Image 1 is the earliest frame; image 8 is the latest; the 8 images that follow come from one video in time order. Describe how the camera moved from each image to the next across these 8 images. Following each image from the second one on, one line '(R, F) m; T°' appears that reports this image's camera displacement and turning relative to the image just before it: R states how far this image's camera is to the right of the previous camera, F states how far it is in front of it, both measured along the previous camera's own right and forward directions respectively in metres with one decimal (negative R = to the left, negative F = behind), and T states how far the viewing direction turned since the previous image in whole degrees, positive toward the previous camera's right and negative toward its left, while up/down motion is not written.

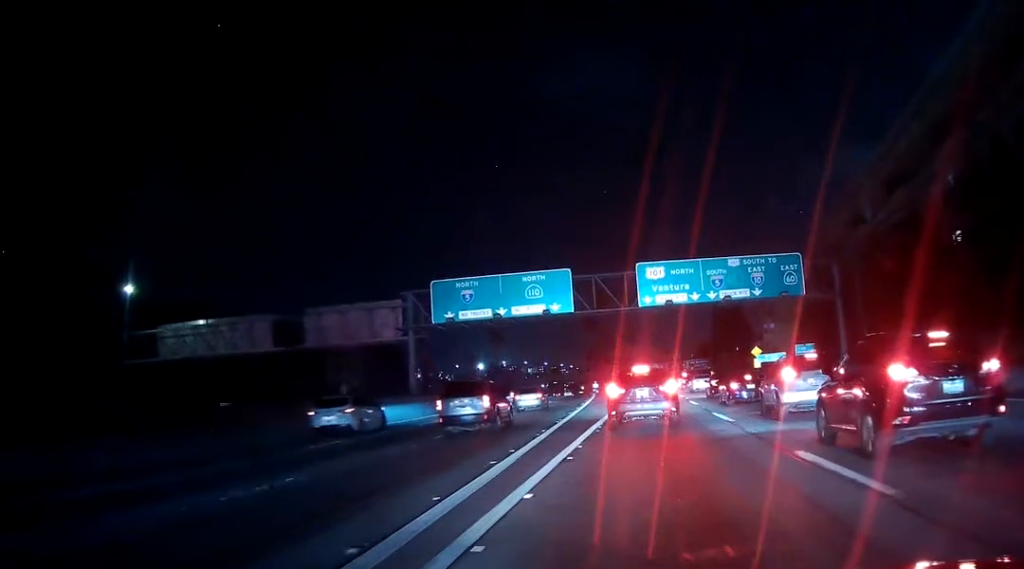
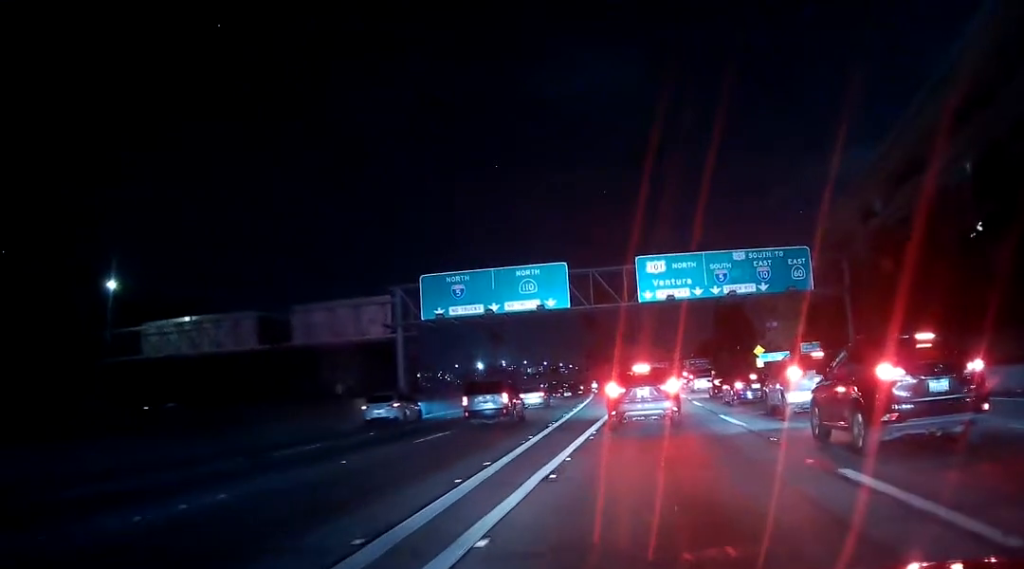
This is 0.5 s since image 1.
(0.0, +2.5) m; 0°
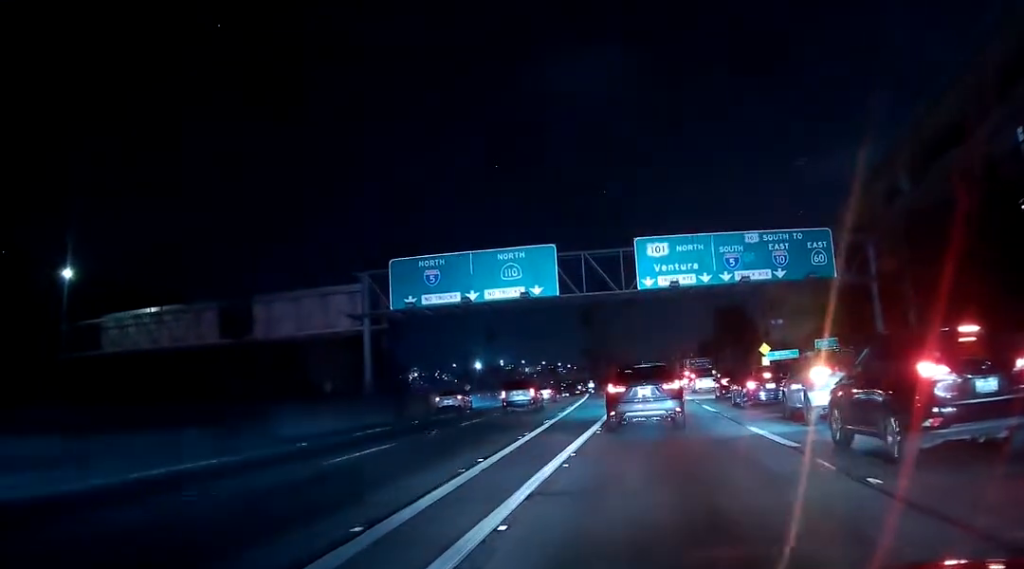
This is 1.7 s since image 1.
(0.0, +6.2) m; +3°
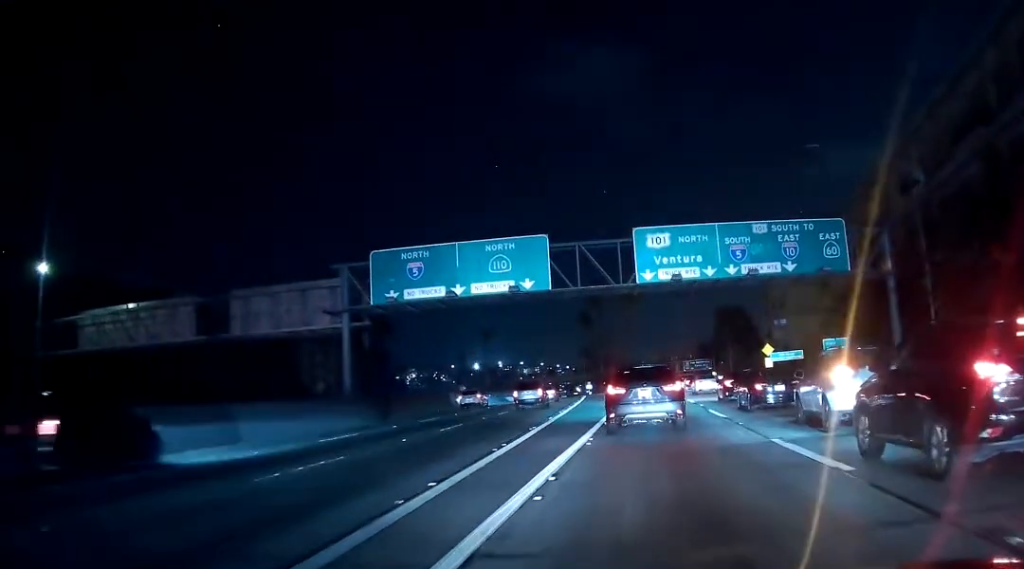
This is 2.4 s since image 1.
(+0.1, +3.4) m; 0°
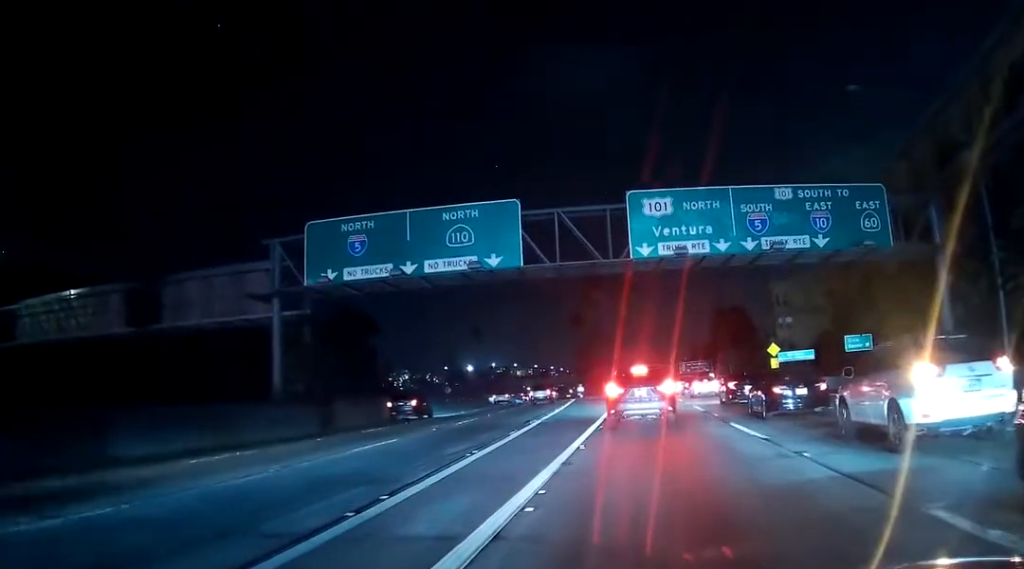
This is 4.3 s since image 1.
(-0.4, +8.2) m; -1°
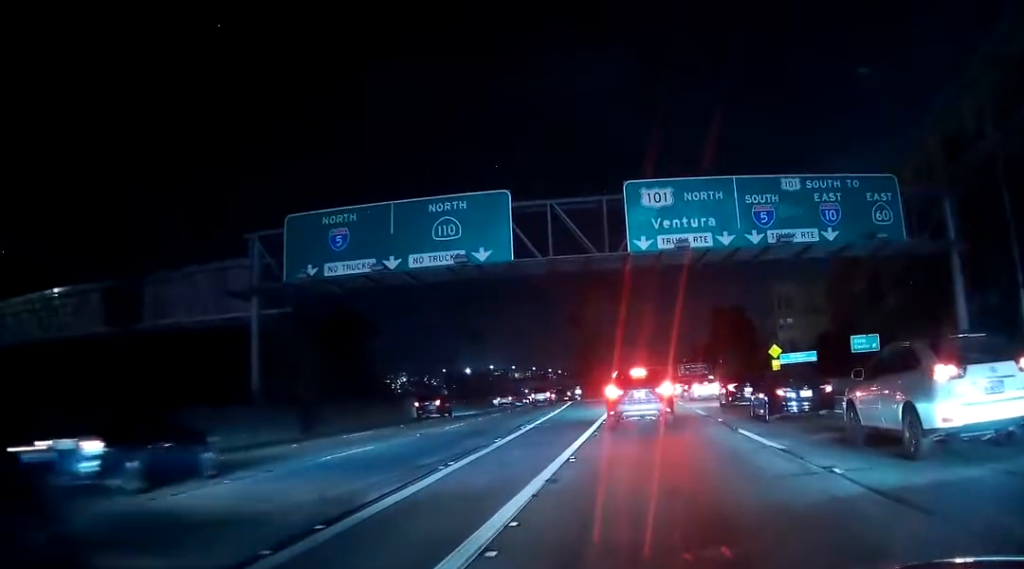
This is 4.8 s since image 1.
(+0.4, +2.0) m; +1°
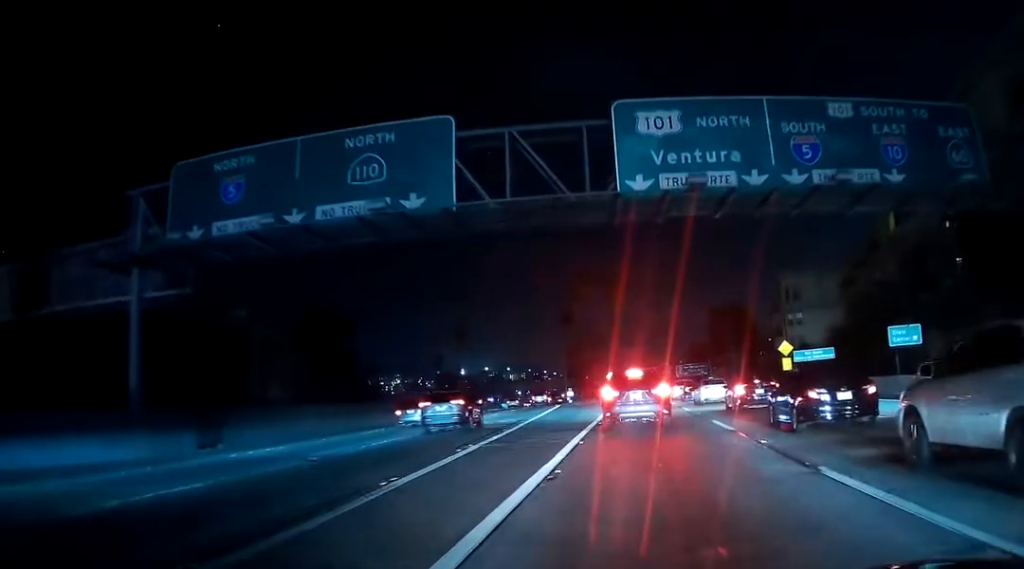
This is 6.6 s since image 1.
(-0.5, +9.1) m; -1°
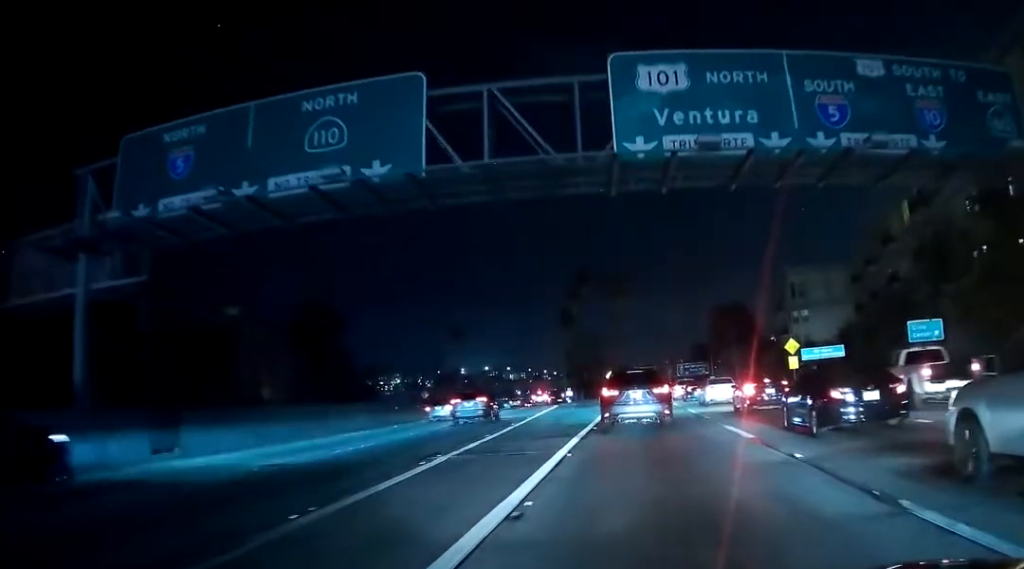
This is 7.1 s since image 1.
(+0.1, +3.1) m; +2°
